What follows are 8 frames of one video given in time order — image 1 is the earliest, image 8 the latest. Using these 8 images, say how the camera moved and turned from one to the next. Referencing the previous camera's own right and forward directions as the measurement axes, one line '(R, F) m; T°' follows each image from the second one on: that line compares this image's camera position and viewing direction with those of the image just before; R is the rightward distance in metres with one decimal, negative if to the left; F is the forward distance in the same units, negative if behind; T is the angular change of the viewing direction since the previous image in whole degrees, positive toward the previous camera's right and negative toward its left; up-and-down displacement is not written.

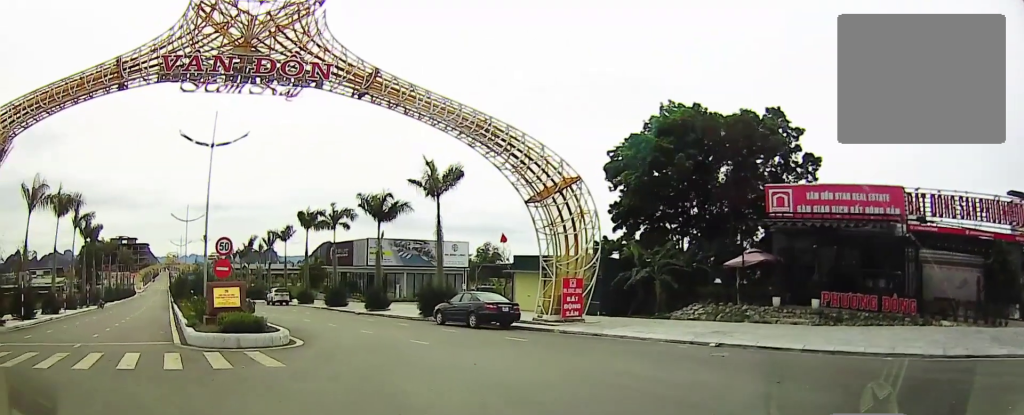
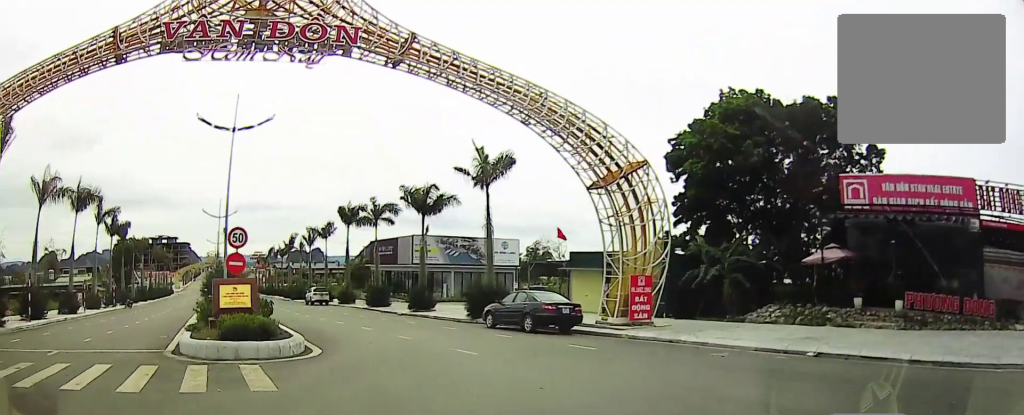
(-0.2, +3.2) m; -4°
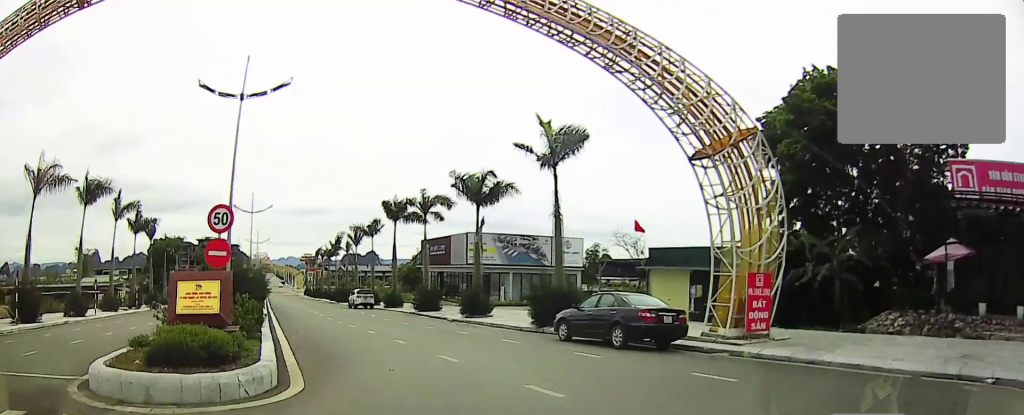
(+0.1, +5.2) m; -14°
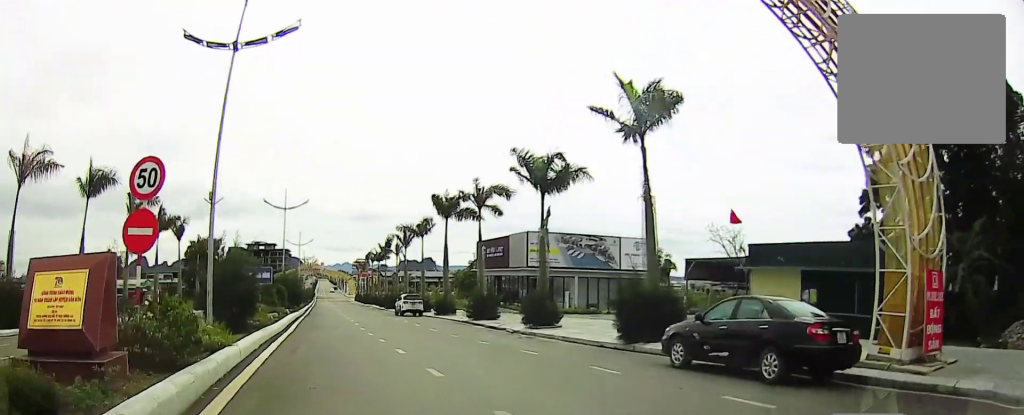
(-1.2, +5.2) m; -10°
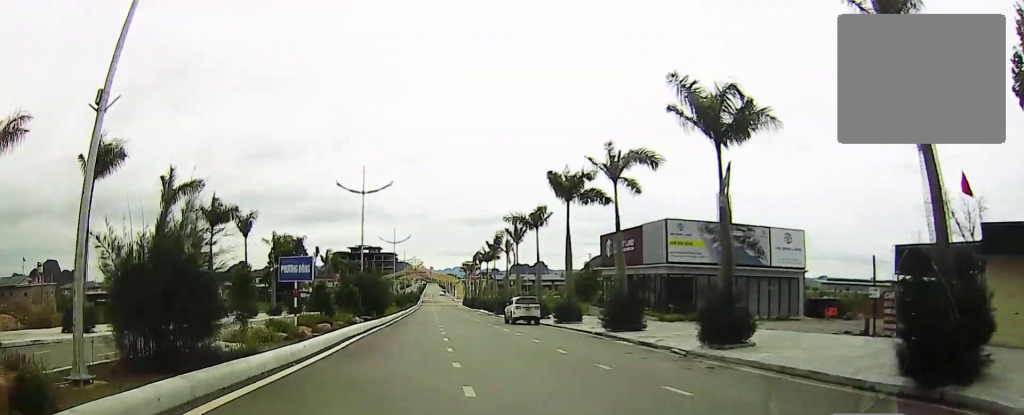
(-0.1, +8.3) m; -3°
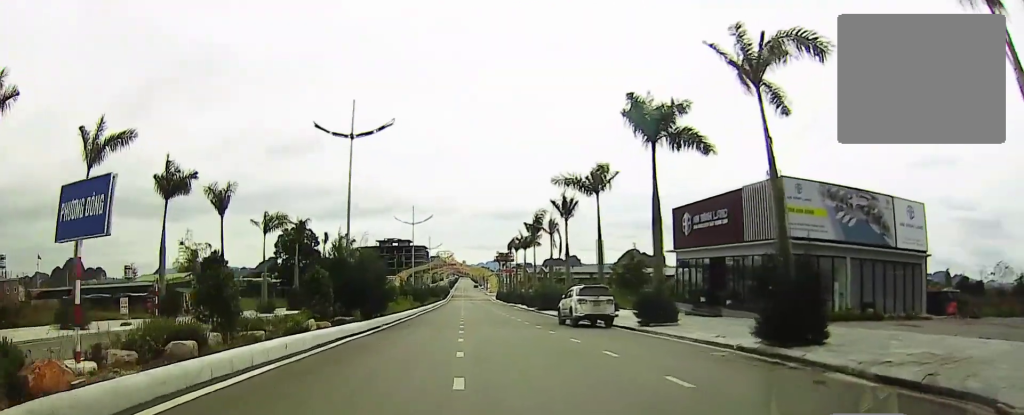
(-0.5, +10.0) m; -4°
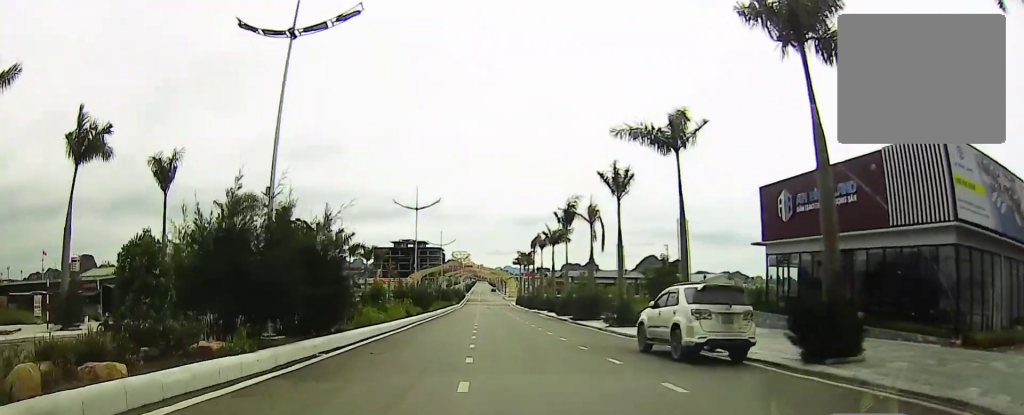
(-0.1, +9.7) m; -1°
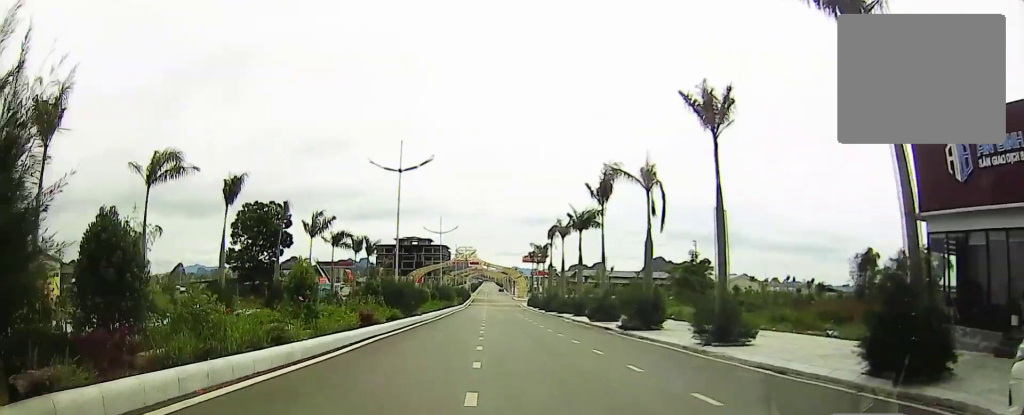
(-0.1, +10.4) m; 0°
